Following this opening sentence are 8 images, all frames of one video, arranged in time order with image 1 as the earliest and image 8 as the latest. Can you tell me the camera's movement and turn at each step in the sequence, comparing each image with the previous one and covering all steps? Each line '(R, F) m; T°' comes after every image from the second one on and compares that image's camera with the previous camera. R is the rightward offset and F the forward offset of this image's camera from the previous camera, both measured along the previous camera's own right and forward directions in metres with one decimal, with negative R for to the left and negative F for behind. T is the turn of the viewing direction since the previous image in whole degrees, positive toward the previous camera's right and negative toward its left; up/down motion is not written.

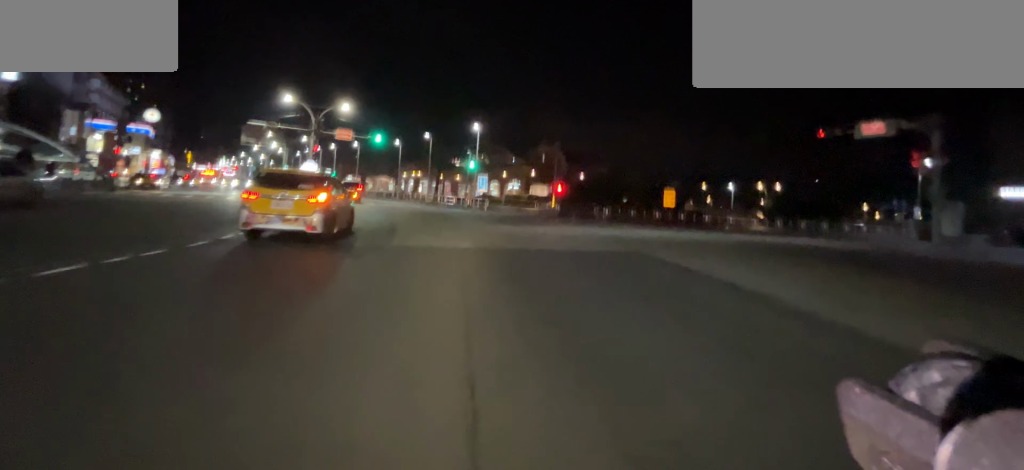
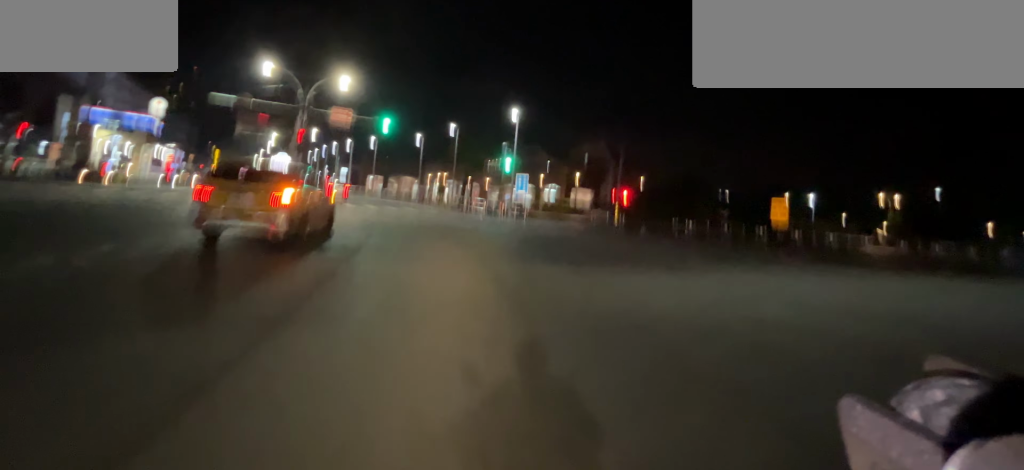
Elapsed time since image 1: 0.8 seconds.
(-0.3, +11.2) m; -3°
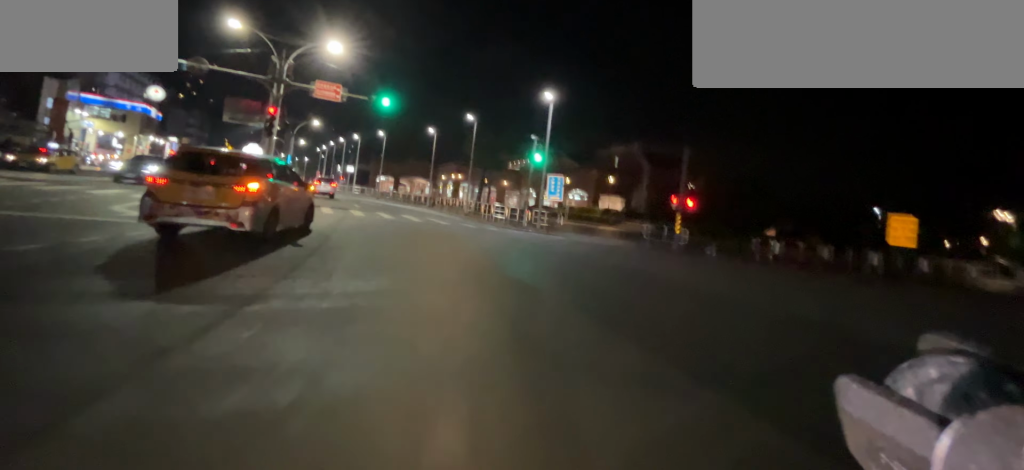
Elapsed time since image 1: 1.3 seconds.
(+0.2, +7.5) m; -2°
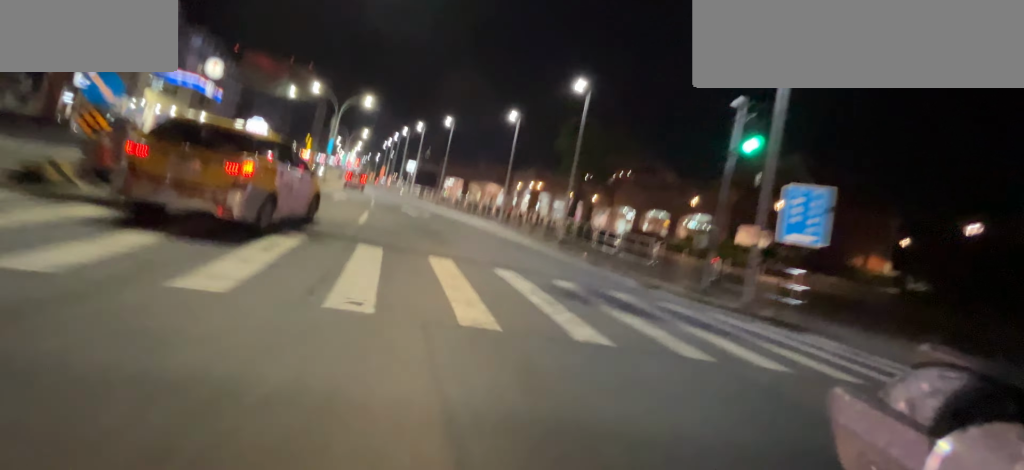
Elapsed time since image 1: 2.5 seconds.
(-0.8, +15.8) m; -4°
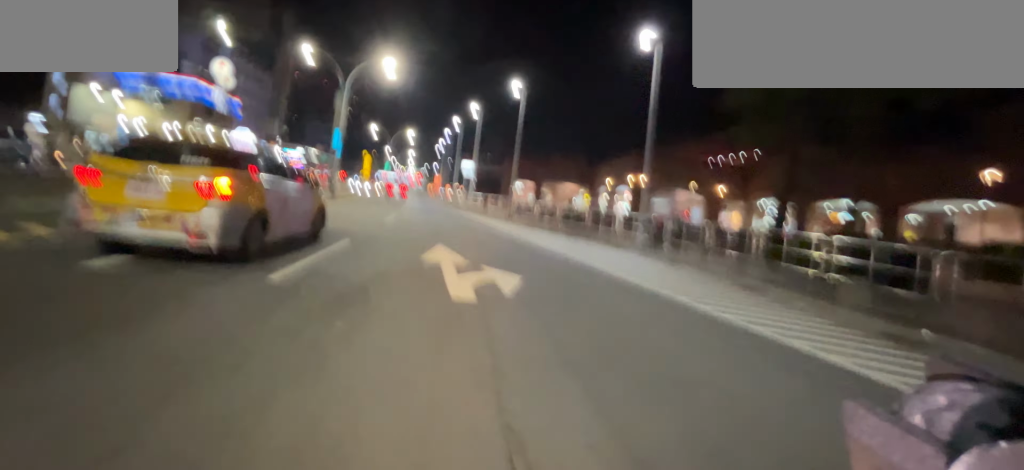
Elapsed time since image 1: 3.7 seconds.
(-1.0, +17.2) m; -9°
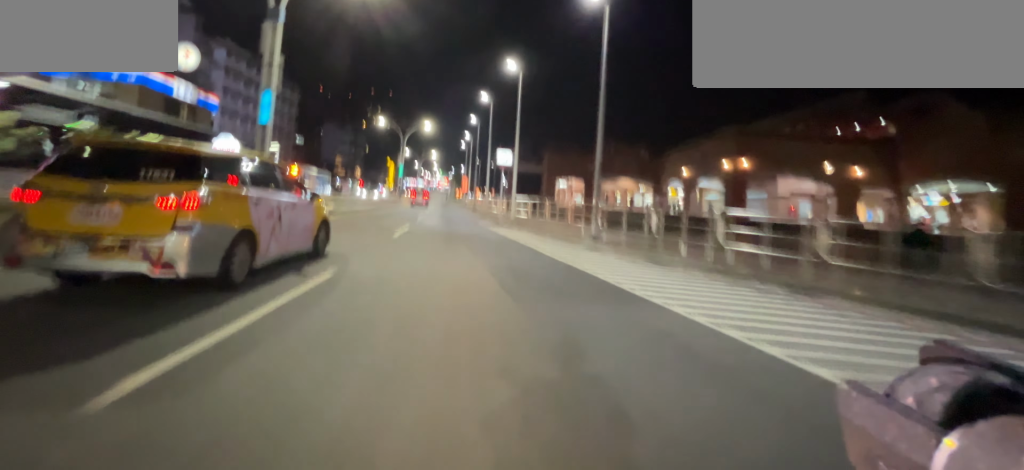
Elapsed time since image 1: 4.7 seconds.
(-1.0, +12.5) m; -5°
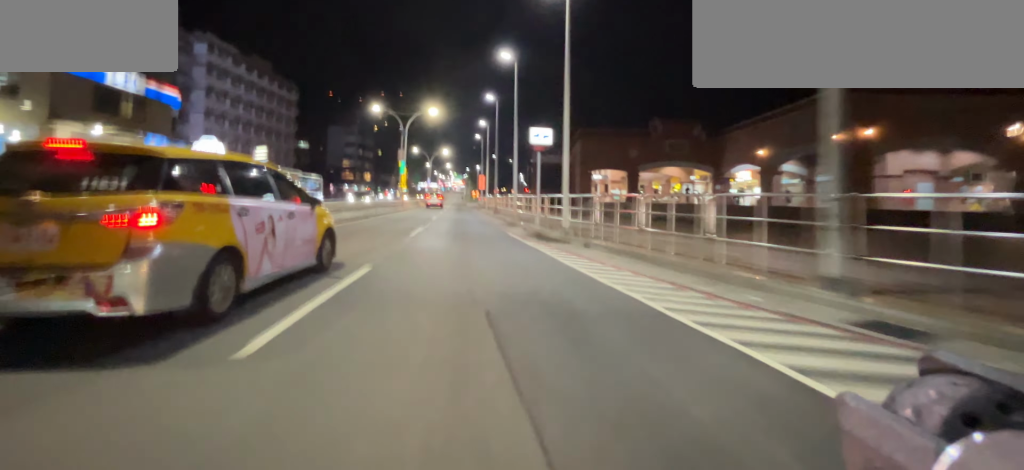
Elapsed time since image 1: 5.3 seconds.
(0.0, +8.9) m; -1°
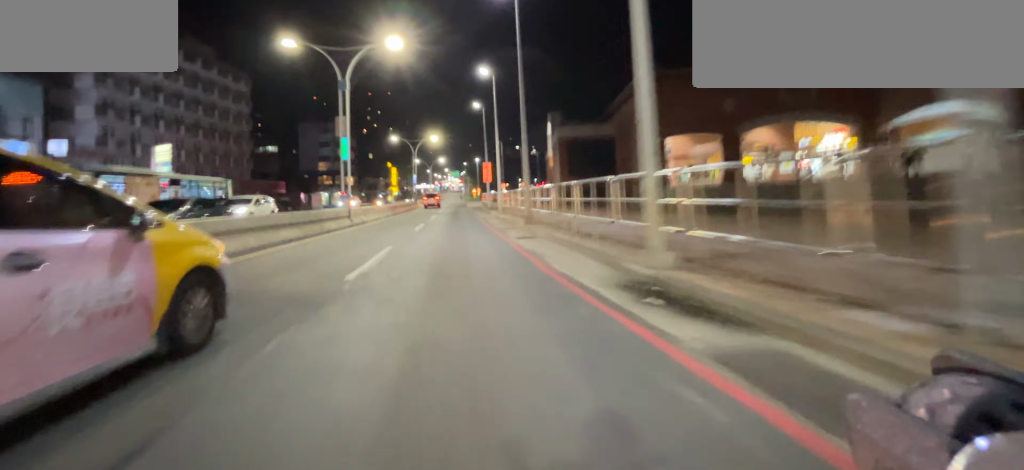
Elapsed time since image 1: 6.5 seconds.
(-0.2, +15.9) m; -1°
